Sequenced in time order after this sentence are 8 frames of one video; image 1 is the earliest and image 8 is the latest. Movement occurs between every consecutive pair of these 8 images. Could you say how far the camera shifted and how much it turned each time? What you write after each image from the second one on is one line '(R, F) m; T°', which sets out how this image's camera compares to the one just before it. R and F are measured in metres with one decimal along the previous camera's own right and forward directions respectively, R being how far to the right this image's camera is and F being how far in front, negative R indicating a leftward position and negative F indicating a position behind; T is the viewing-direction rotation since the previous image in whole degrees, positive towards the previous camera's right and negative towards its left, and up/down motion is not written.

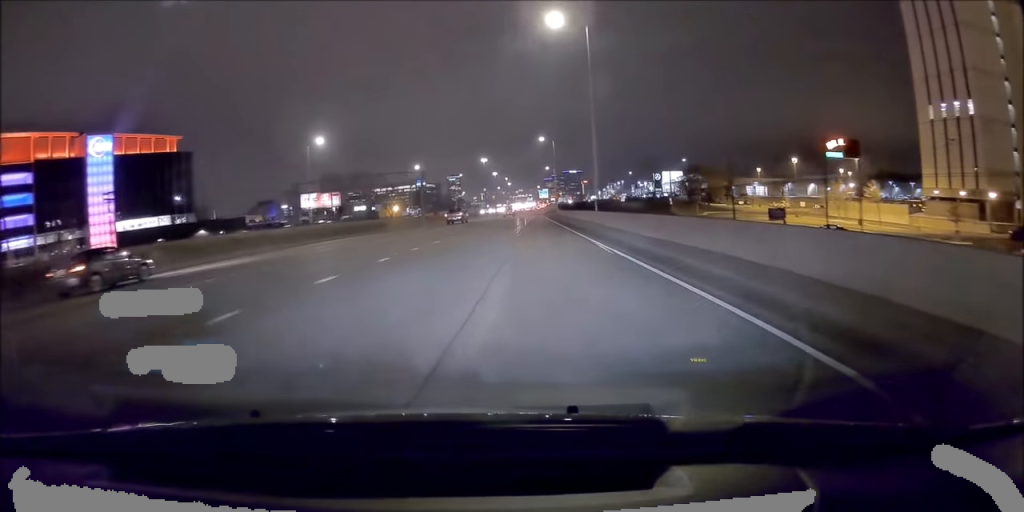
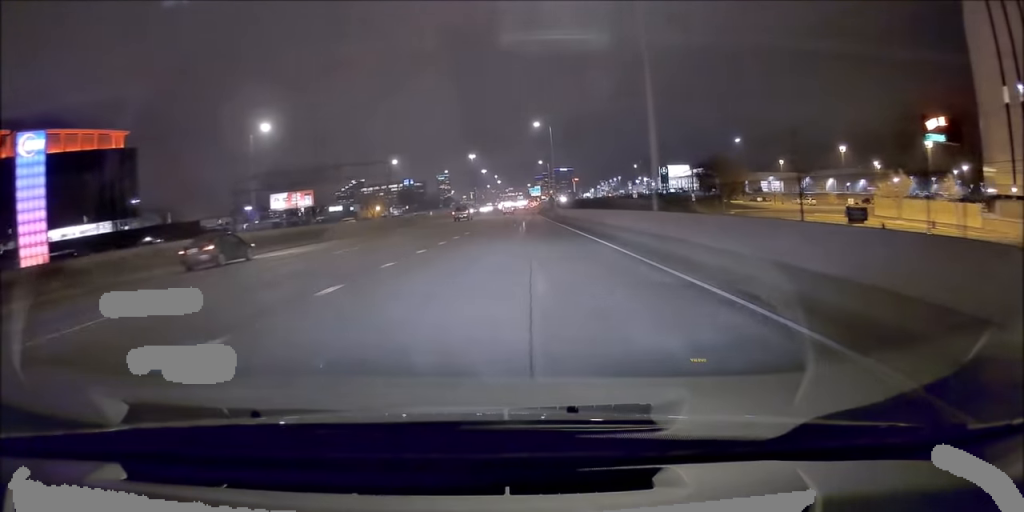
(+0.1, +20.5) m; 0°
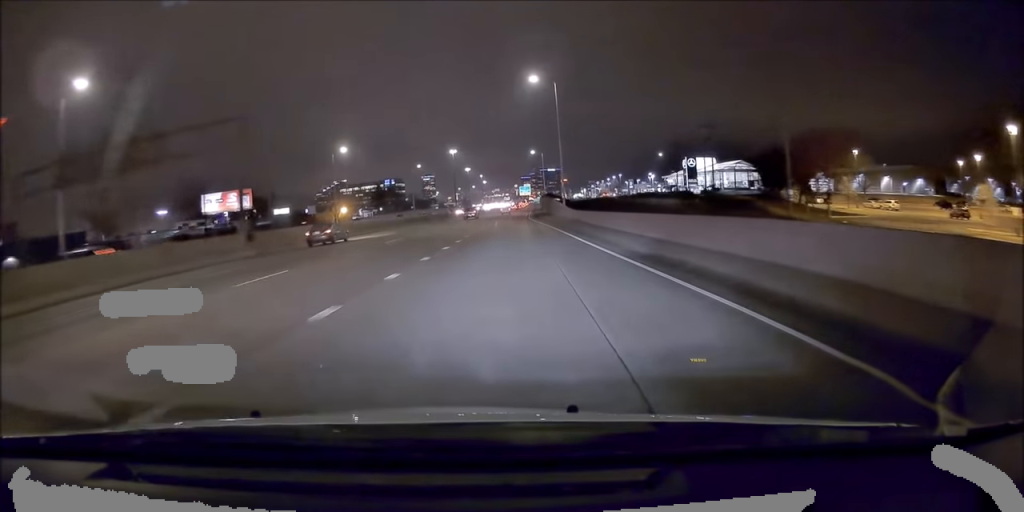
(+0.3, +39.6) m; +1°
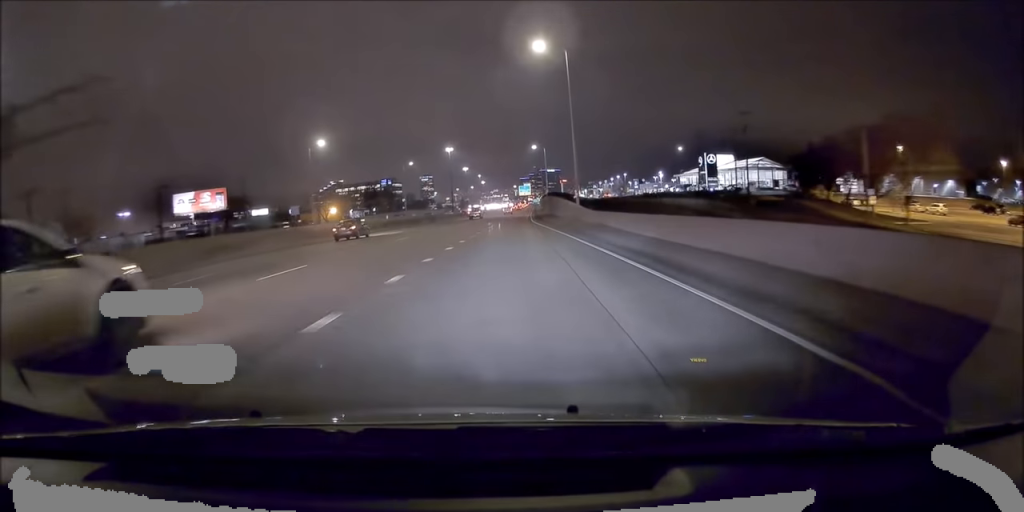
(+0.2, +14.6) m; 0°
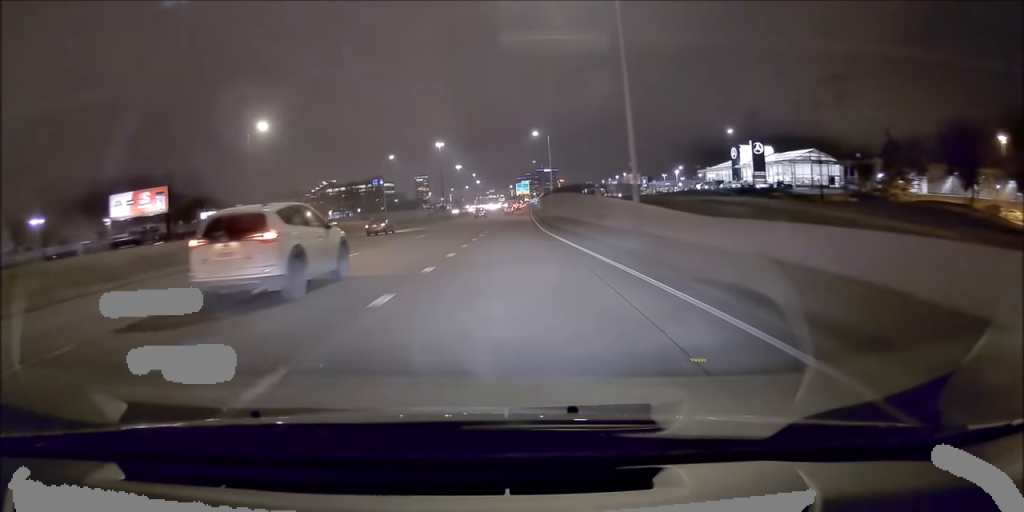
(-0.3, +25.8) m; 0°
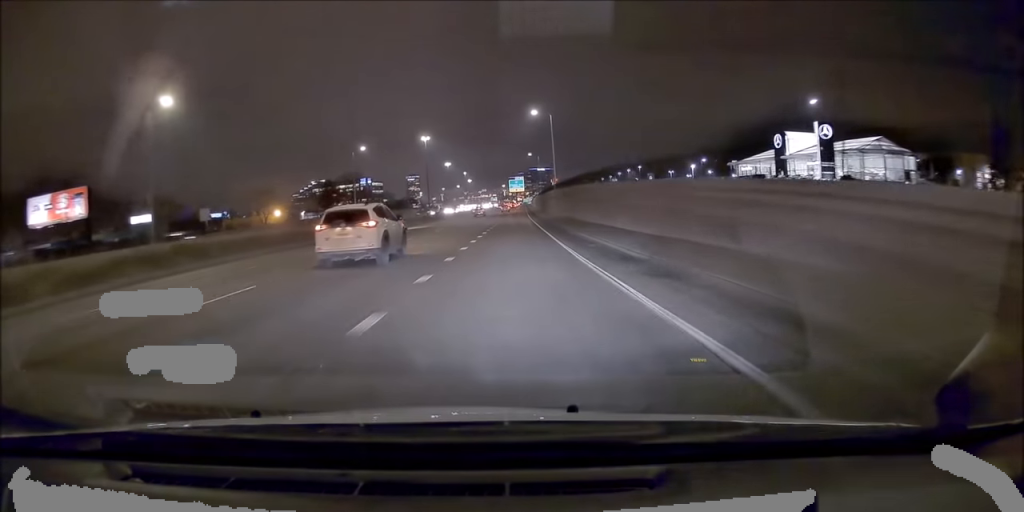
(+0.4, +25.1) m; +2°
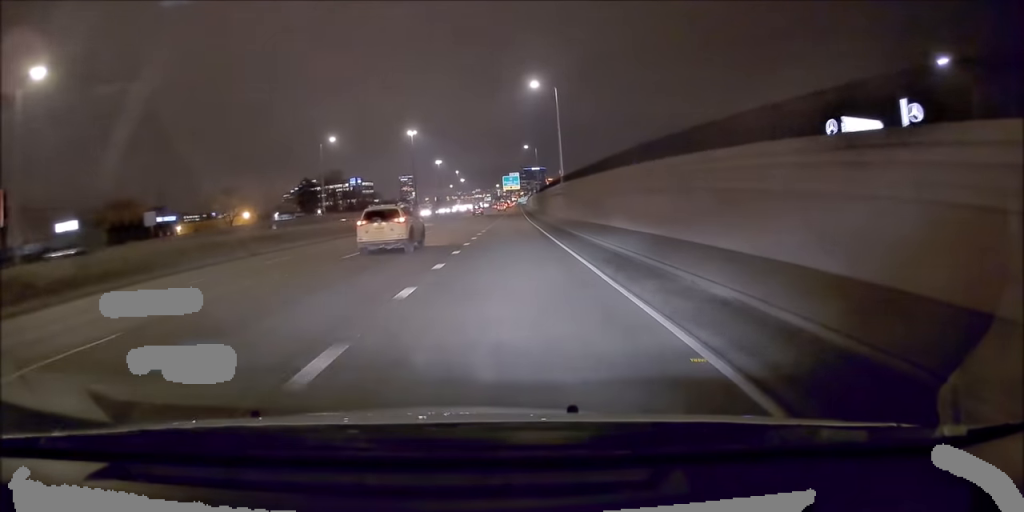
(+0.4, +20.8) m; 0°
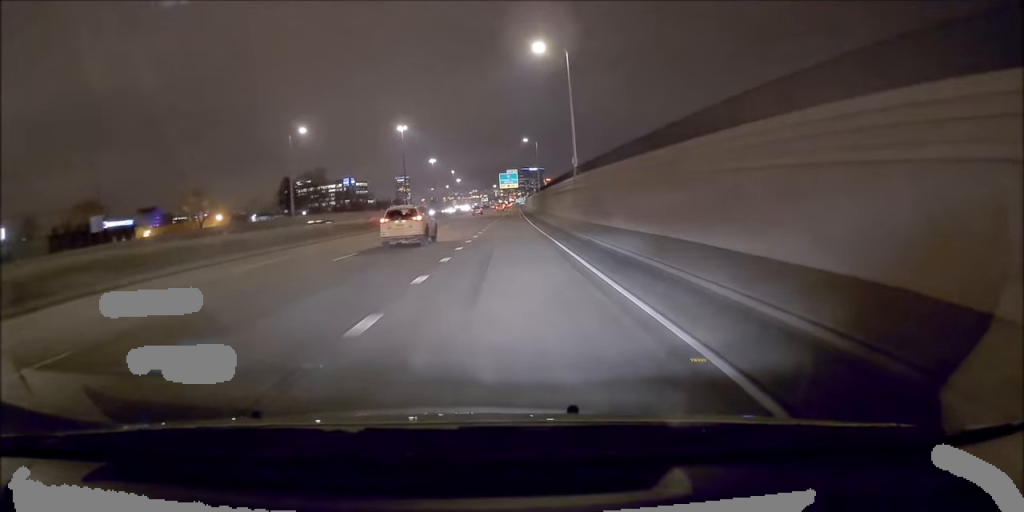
(-0.3, +16.7) m; -1°
